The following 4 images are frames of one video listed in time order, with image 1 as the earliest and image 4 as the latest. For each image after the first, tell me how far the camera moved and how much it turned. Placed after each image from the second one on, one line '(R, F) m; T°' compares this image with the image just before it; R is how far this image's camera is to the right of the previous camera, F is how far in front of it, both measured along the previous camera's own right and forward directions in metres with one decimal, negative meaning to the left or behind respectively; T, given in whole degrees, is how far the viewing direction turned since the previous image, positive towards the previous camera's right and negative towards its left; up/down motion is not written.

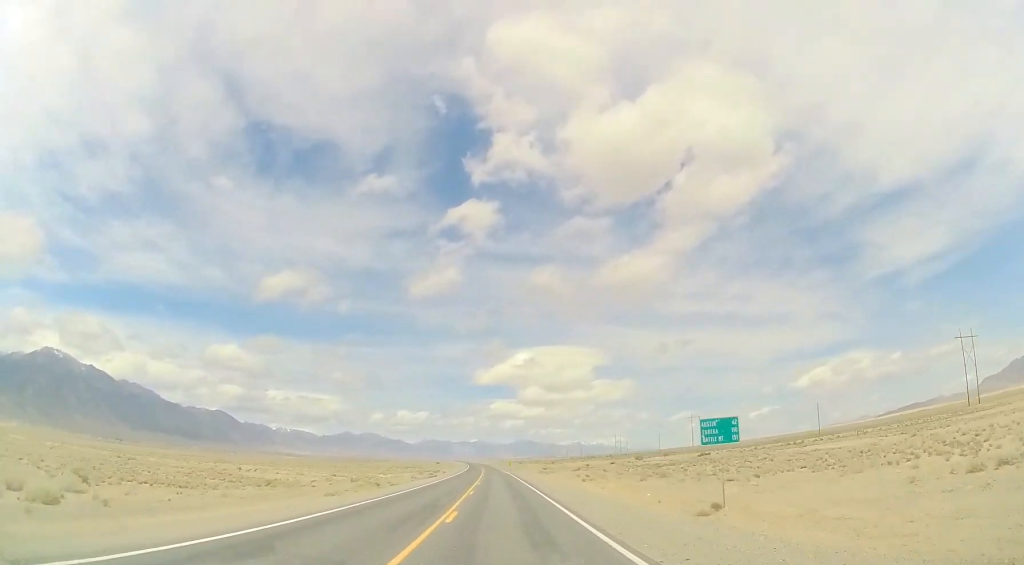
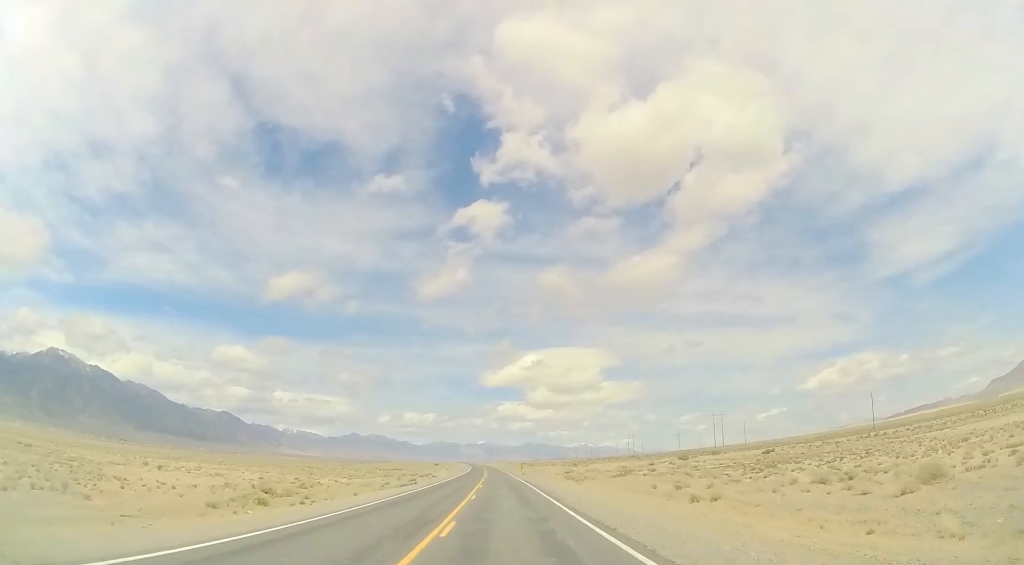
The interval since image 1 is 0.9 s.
(0.0, +30.1) m; -1°
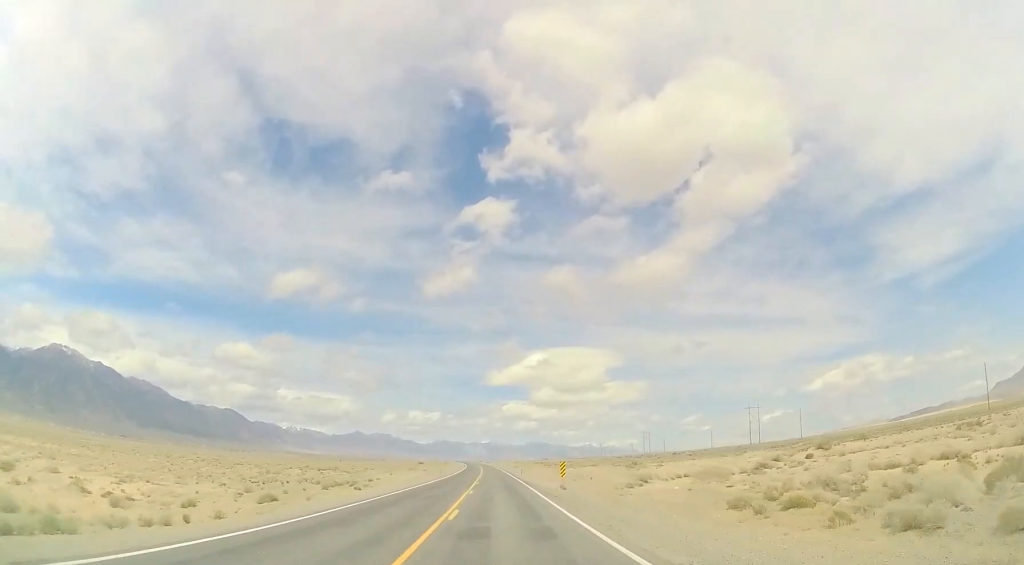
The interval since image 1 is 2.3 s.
(-0.6, +50.8) m; -1°
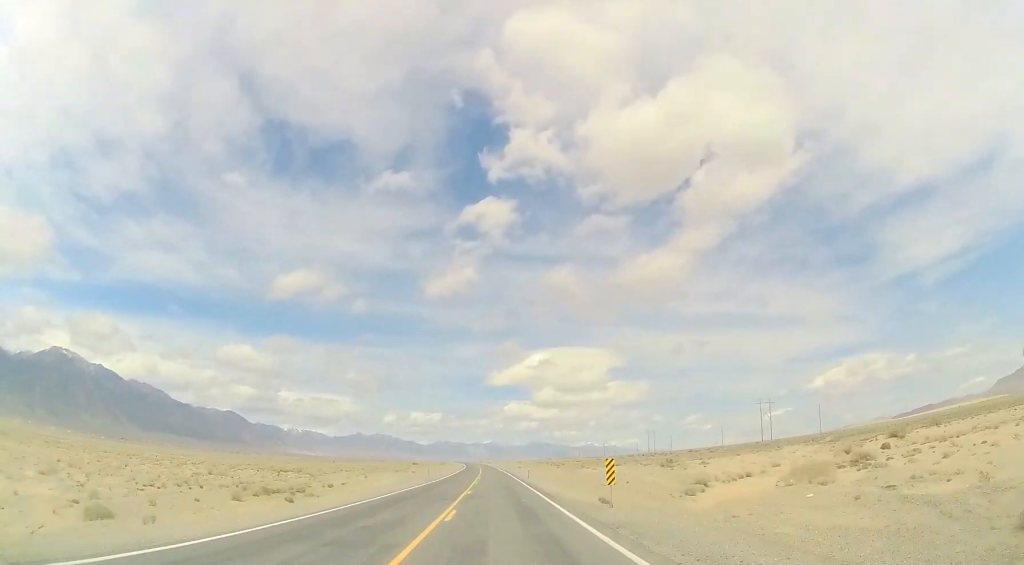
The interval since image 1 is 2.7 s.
(0.0, +13.8) m; 0°
